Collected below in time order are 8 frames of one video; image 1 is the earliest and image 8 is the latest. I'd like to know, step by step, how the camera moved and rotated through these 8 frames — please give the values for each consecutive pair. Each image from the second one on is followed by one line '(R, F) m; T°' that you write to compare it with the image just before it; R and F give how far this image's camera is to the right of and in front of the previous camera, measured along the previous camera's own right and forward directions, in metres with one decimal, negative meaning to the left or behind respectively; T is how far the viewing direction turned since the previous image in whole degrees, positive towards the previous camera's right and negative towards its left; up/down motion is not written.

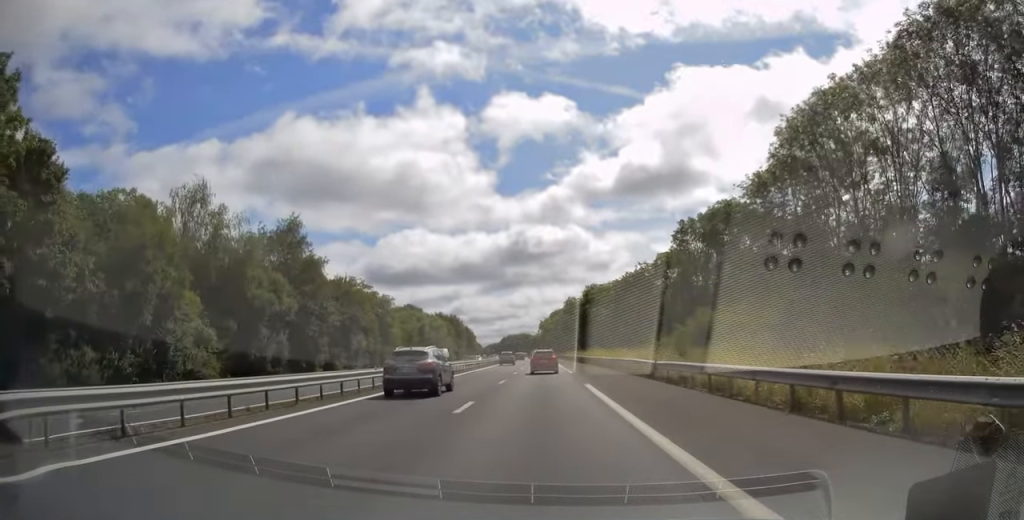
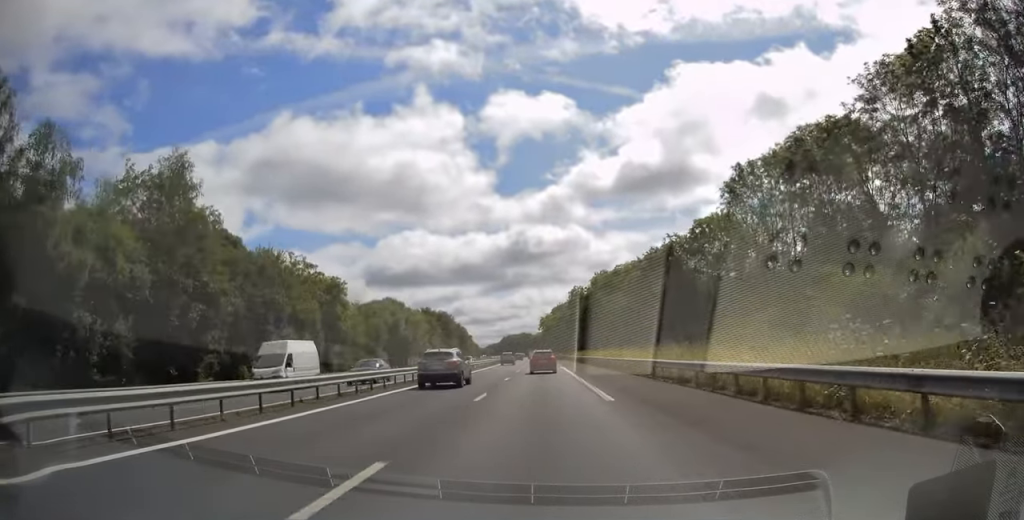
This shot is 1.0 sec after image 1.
(0.0, +22.2) m; 0°
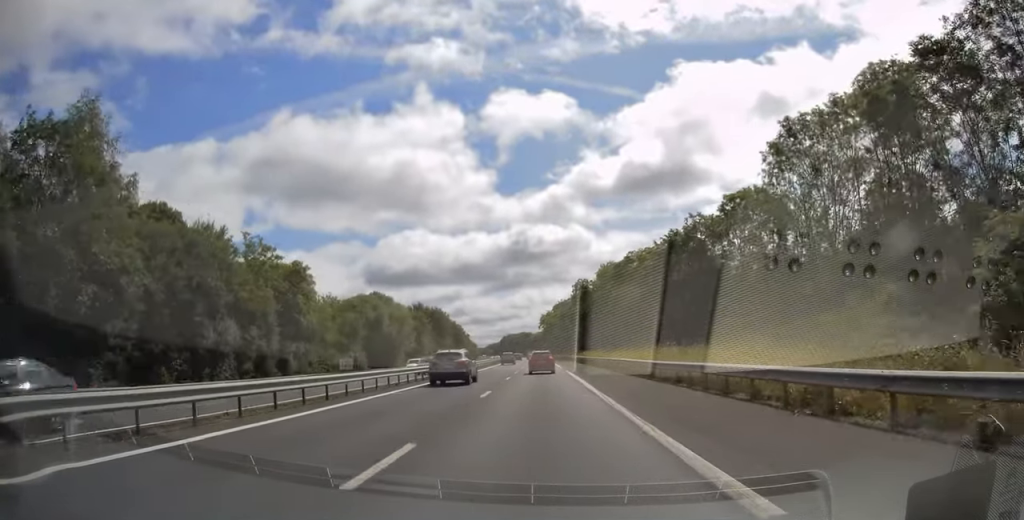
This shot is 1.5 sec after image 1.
(+0.1, +11.0) m; -1°
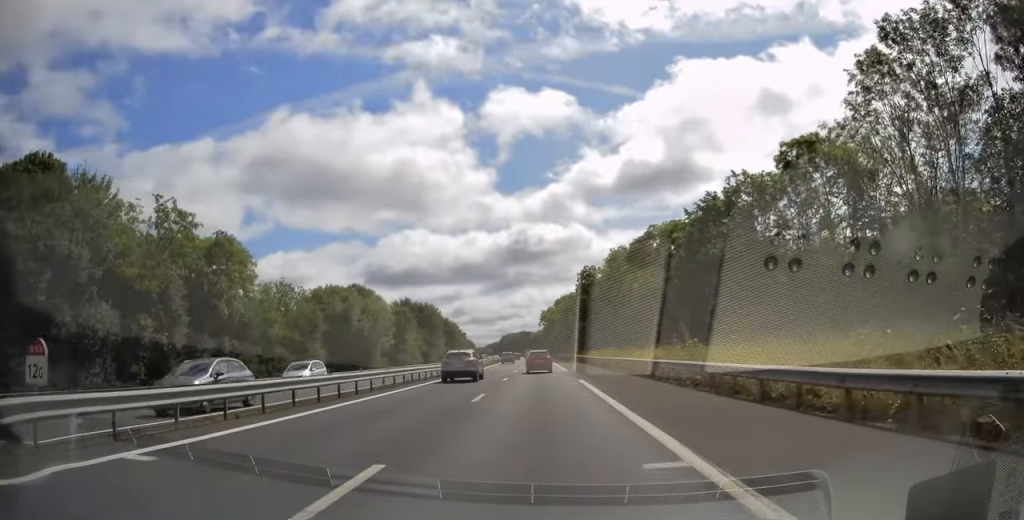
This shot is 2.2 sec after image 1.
(-0.2, +14.6) m; 0°
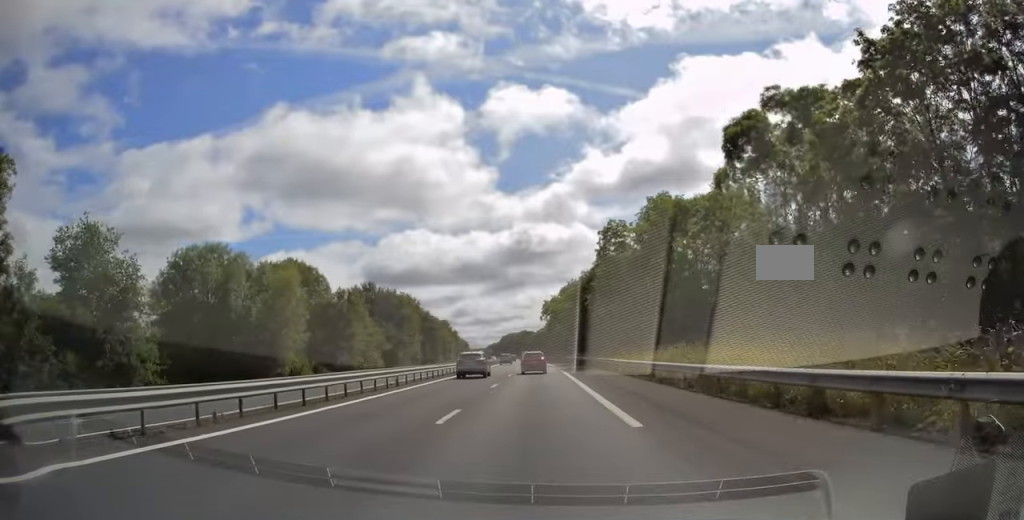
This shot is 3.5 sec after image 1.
(+0.2, +30.7) m; 0°
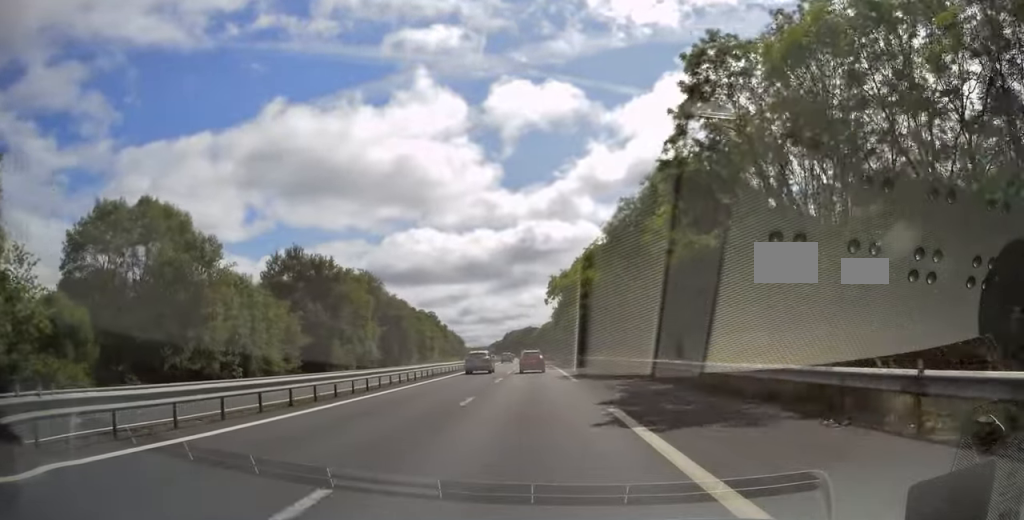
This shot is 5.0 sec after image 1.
(-0.2, +34.6) m; 0°
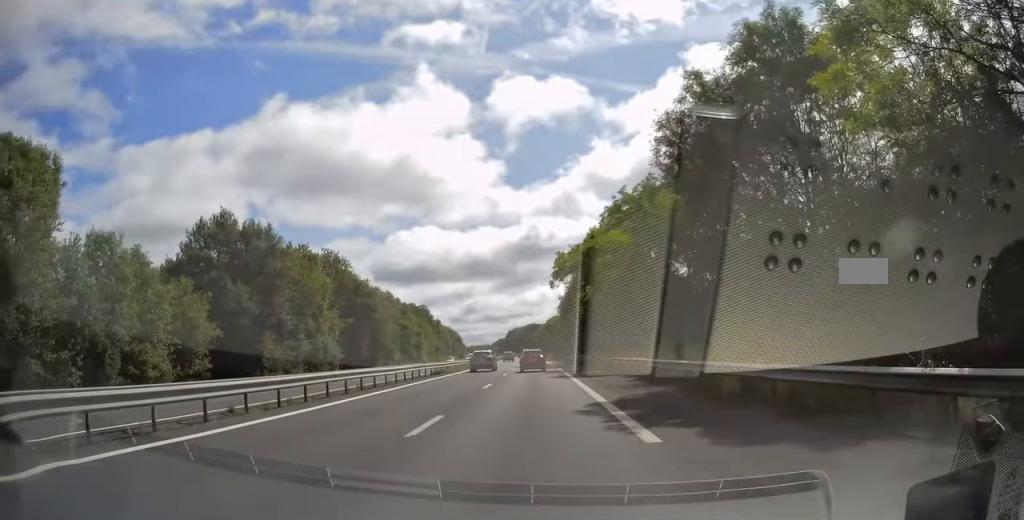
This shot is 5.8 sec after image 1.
(+0.2, +18.5) m; 0°
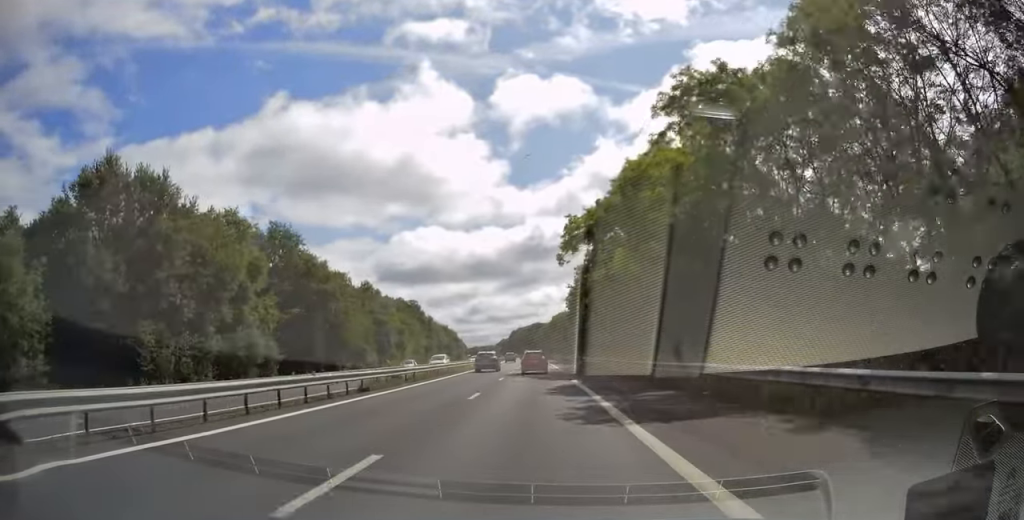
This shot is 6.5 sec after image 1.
(-0.3, +17.9) m; -1°
